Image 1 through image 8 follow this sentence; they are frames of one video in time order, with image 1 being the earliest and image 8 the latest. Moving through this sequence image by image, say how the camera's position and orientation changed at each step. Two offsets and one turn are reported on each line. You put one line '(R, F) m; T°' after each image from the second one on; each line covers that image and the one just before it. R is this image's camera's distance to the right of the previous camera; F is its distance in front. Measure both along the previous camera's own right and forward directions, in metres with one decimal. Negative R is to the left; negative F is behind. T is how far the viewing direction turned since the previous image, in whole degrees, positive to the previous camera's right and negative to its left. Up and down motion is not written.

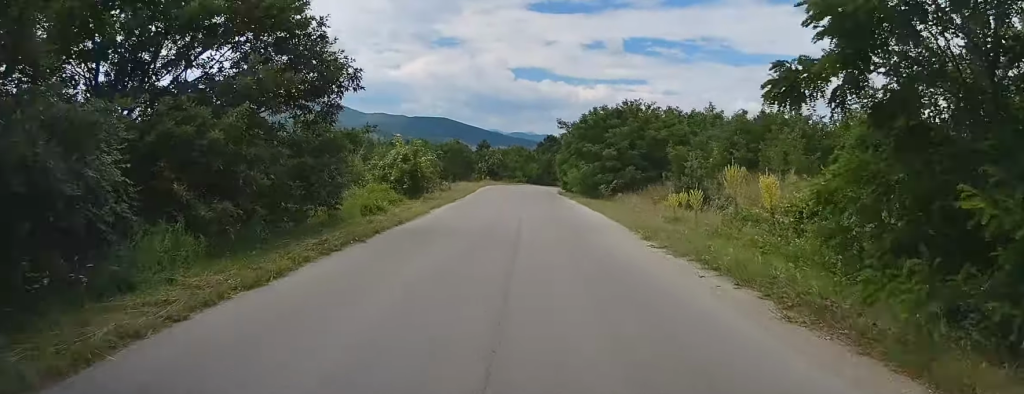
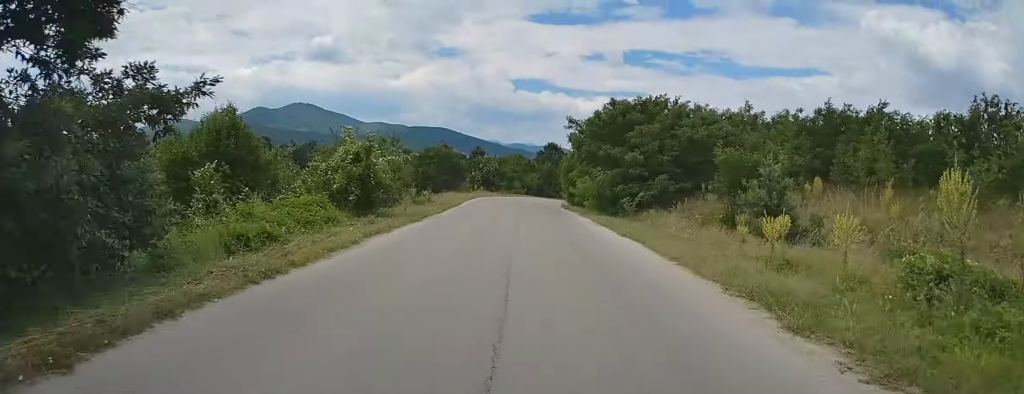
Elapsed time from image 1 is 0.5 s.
(-0.1, +8.7) m; +1°
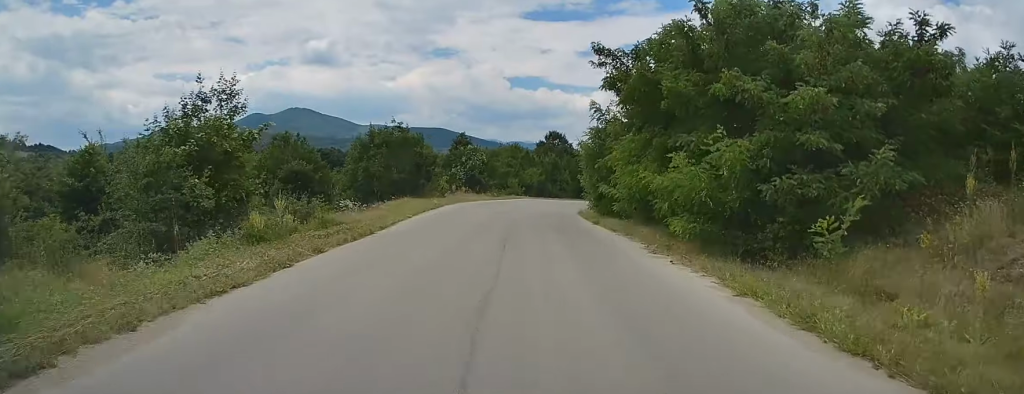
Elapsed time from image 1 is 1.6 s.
(+0.4, +18.4) m; +2°
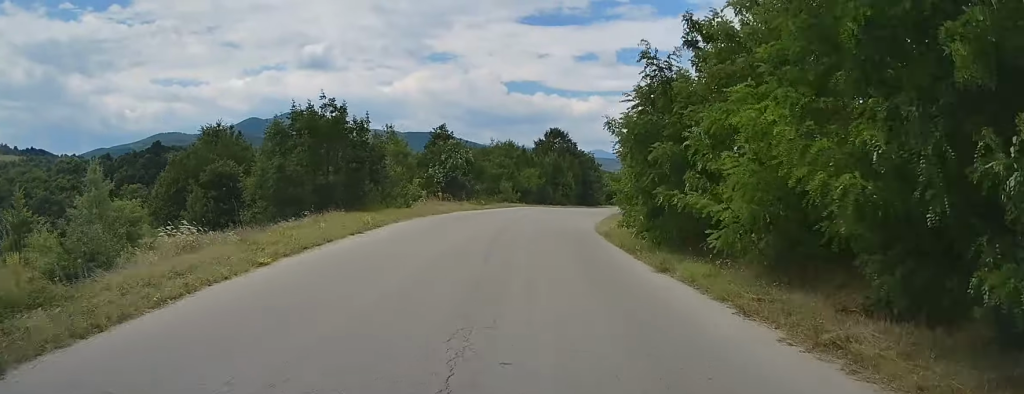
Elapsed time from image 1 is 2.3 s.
(+0.1, +11.9) m; +1°
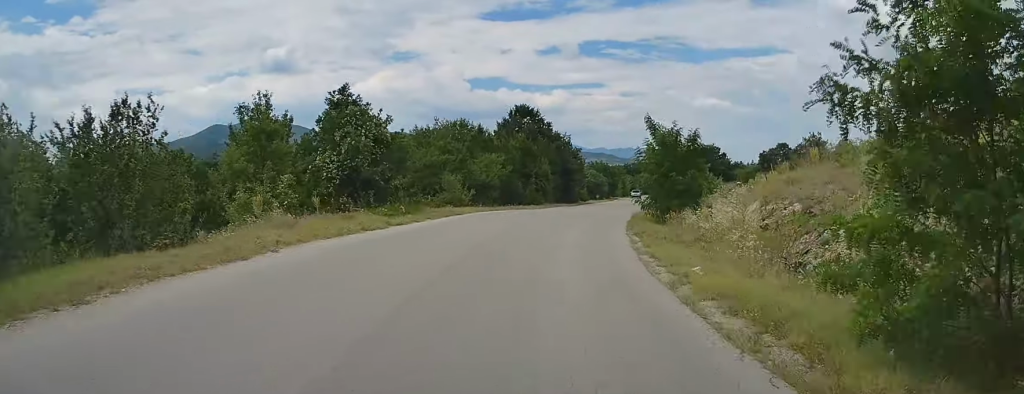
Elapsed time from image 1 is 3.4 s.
(+0.1, +18.5) m; +3°
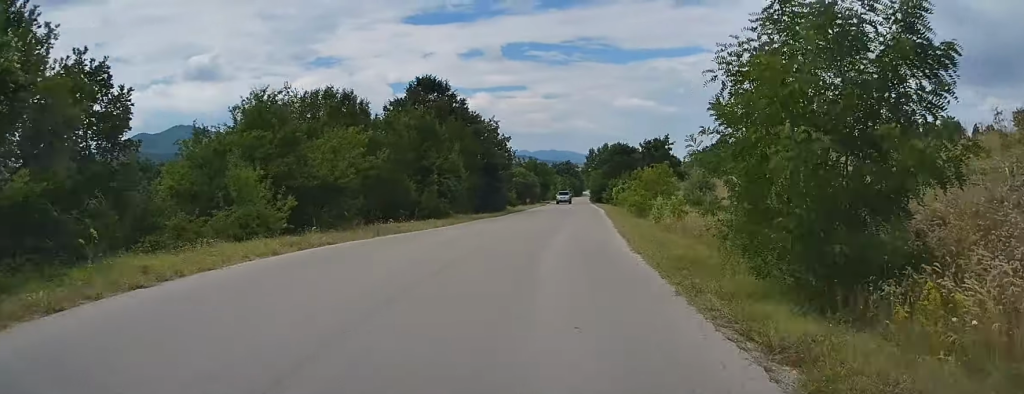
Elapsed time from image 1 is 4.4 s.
(+0.8, +17.7) m; +5°
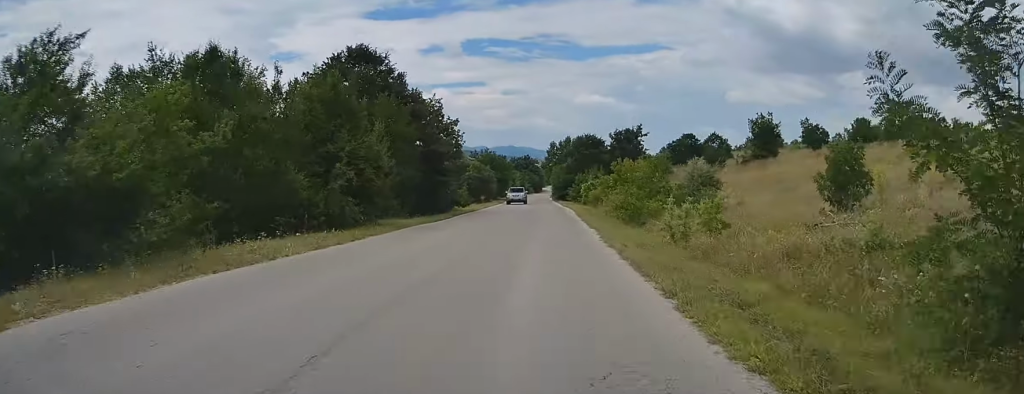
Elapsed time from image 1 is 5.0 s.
(+0.2, +8.9) m; +2°
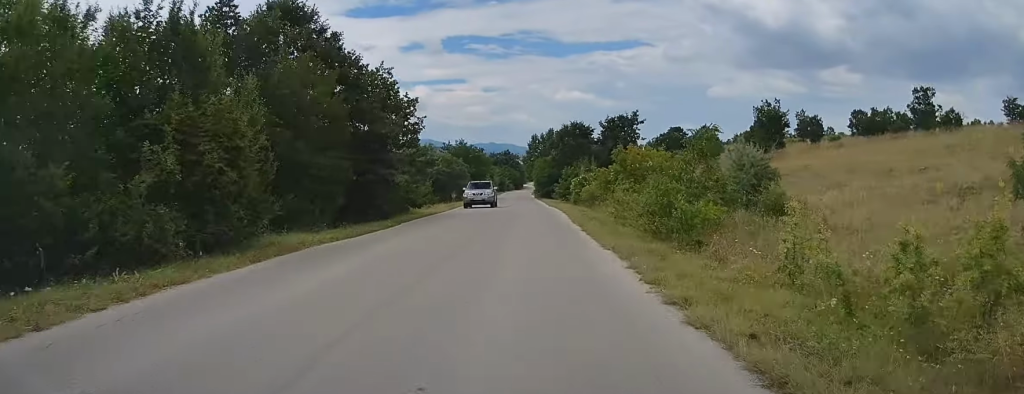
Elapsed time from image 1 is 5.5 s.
(+0.1, +9.5) m; +1°
